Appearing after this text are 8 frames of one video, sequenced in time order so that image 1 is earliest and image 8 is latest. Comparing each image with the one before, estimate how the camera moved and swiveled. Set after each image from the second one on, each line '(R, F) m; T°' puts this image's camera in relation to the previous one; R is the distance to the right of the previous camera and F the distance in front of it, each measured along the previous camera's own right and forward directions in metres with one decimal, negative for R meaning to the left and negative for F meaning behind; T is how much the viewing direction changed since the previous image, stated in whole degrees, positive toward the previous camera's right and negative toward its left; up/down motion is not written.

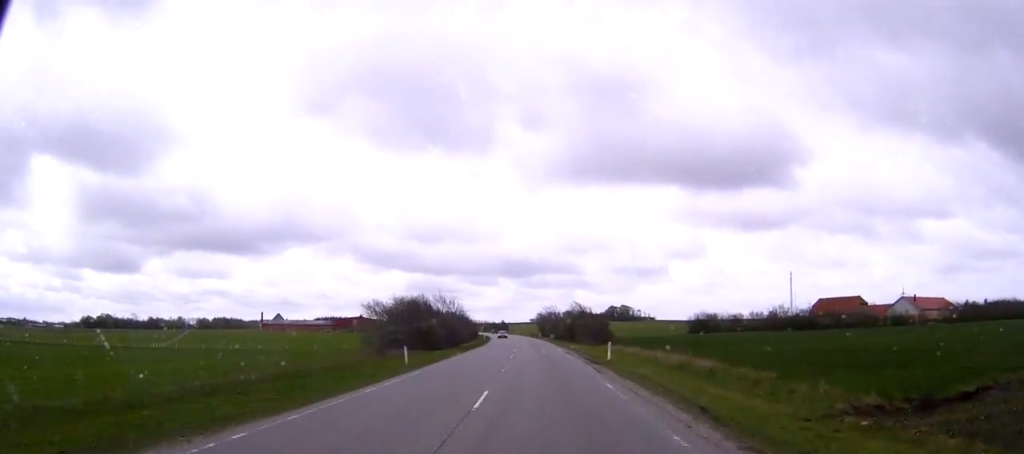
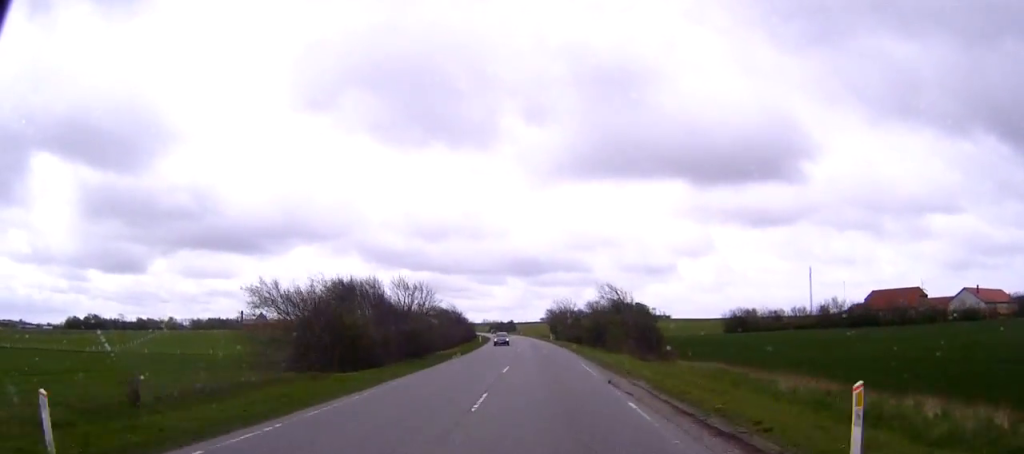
(-0.1, +29.7) m; -1°
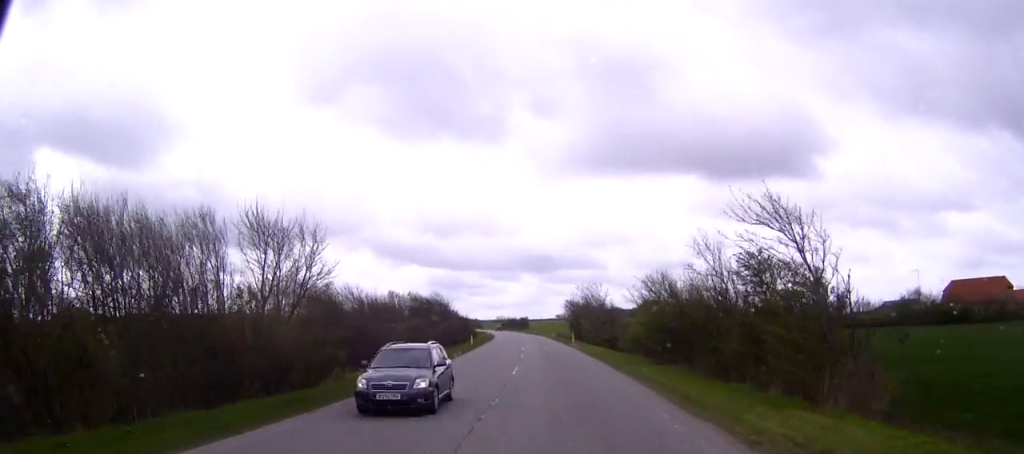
(-0.2, +32.7) m; -1°
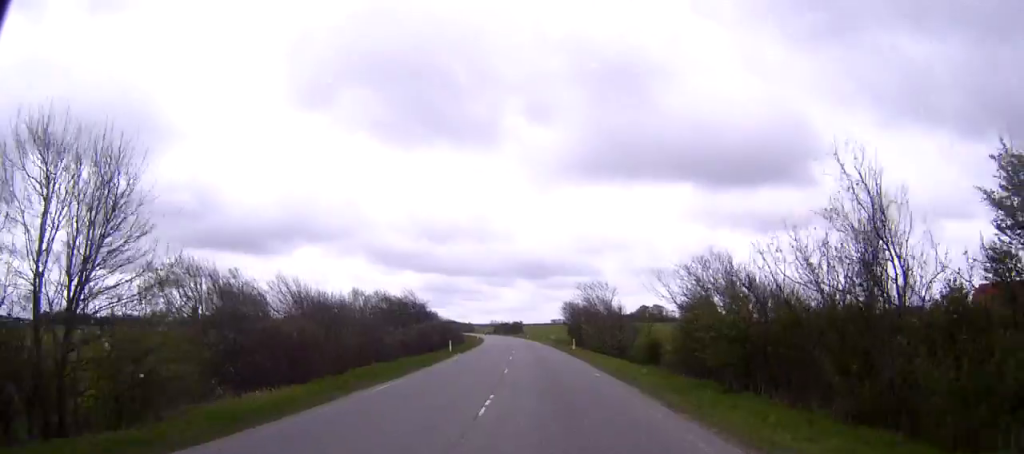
(-0.1, +13.5) m; 0°
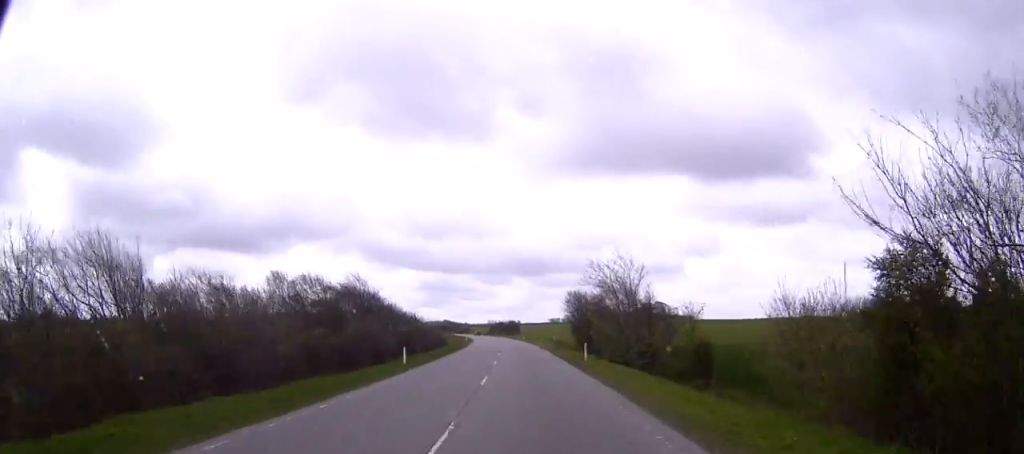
(0.0, +19.9) m; 0°
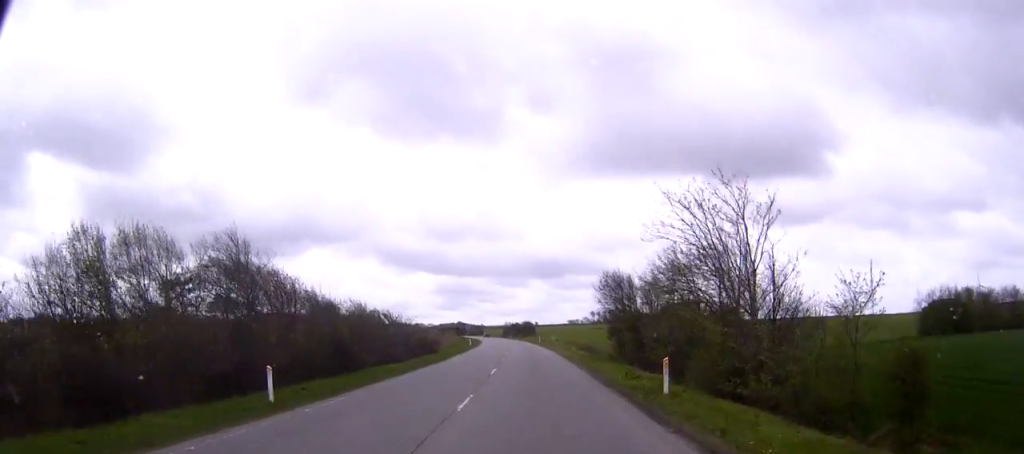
(-0.2, +23.4) m; -1°
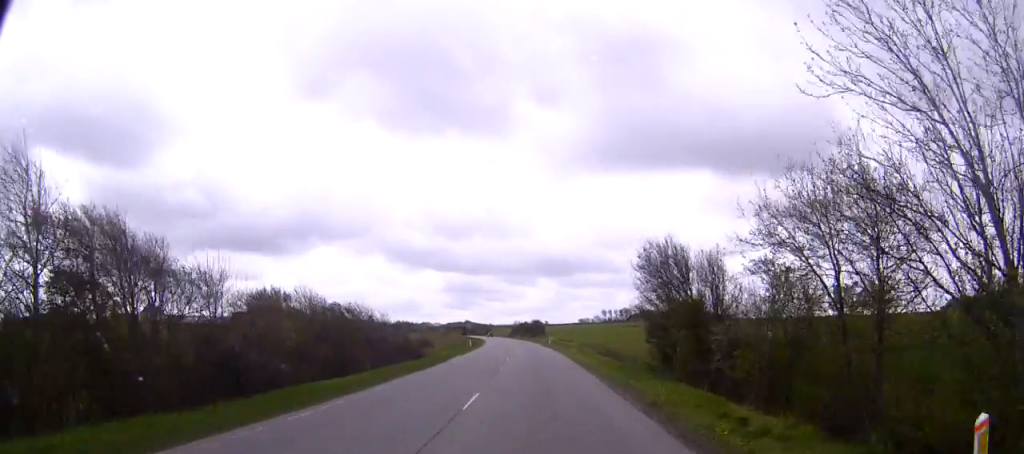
(0.0, +14.3) m; -1°
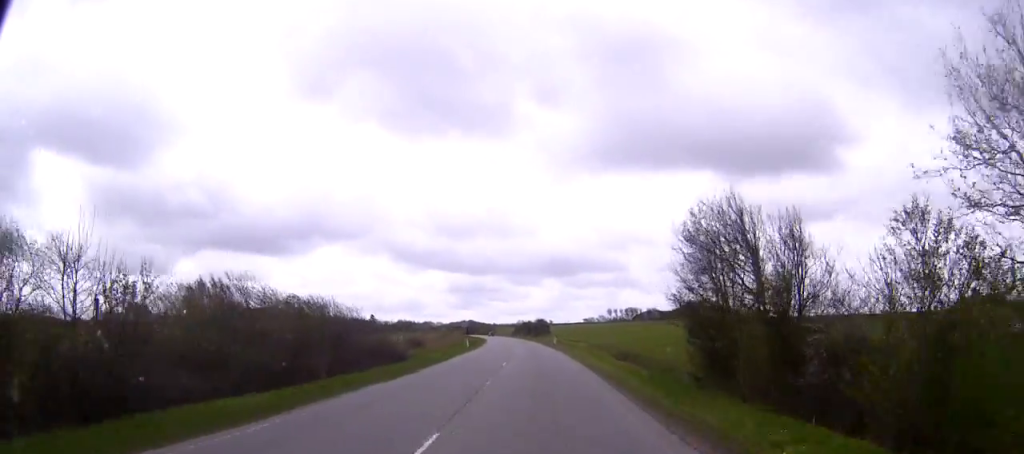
(0.0, +9.3) m; 0°
